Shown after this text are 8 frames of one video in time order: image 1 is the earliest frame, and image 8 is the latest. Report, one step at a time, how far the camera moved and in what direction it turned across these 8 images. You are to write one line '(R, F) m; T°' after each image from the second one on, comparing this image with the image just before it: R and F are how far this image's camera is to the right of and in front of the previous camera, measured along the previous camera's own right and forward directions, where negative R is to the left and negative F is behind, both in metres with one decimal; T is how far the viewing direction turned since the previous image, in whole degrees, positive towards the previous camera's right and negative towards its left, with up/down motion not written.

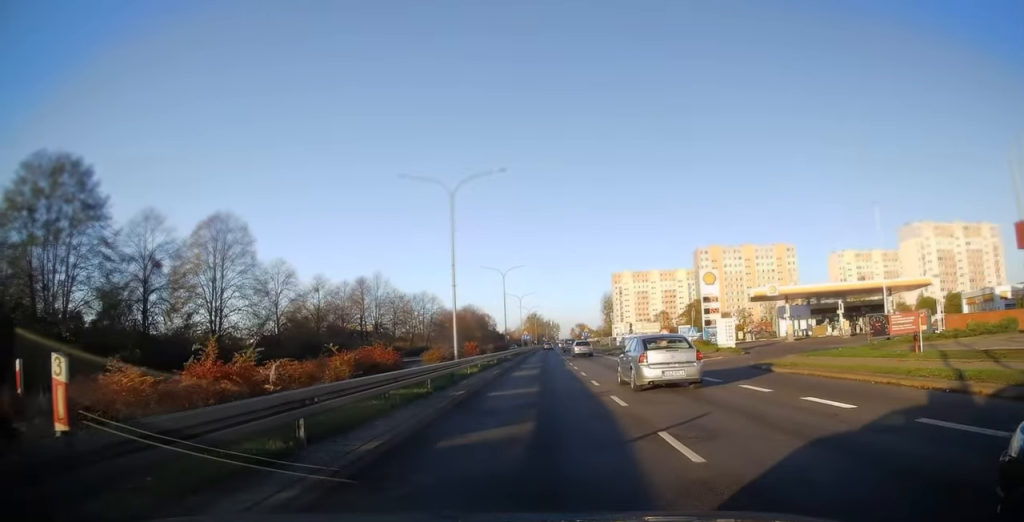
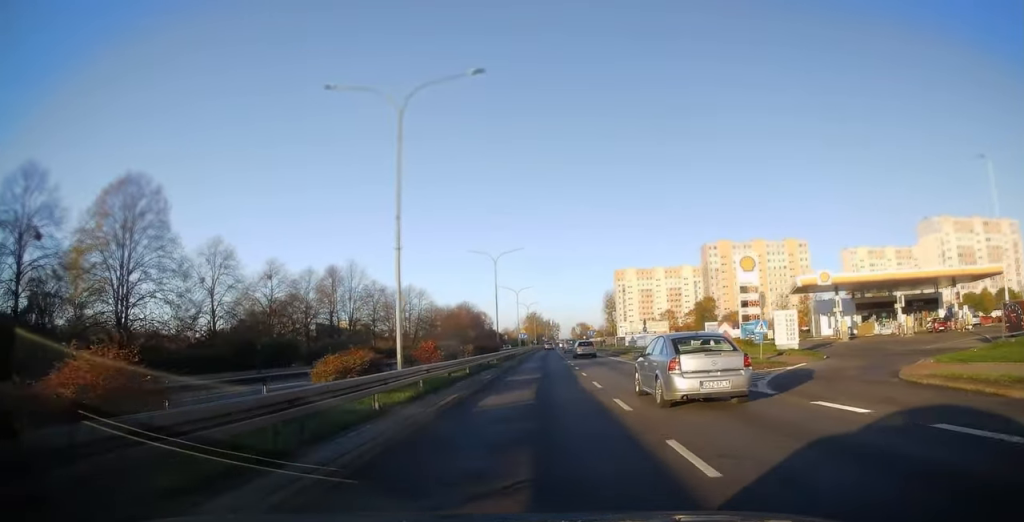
(+0.2, +12.6) m; +1°
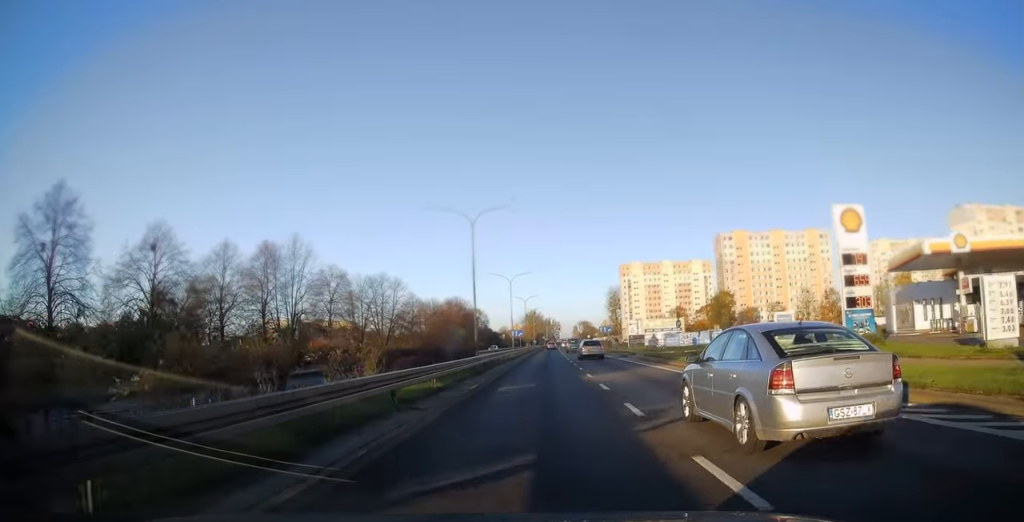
(+0.2, +19.1) m; +1°
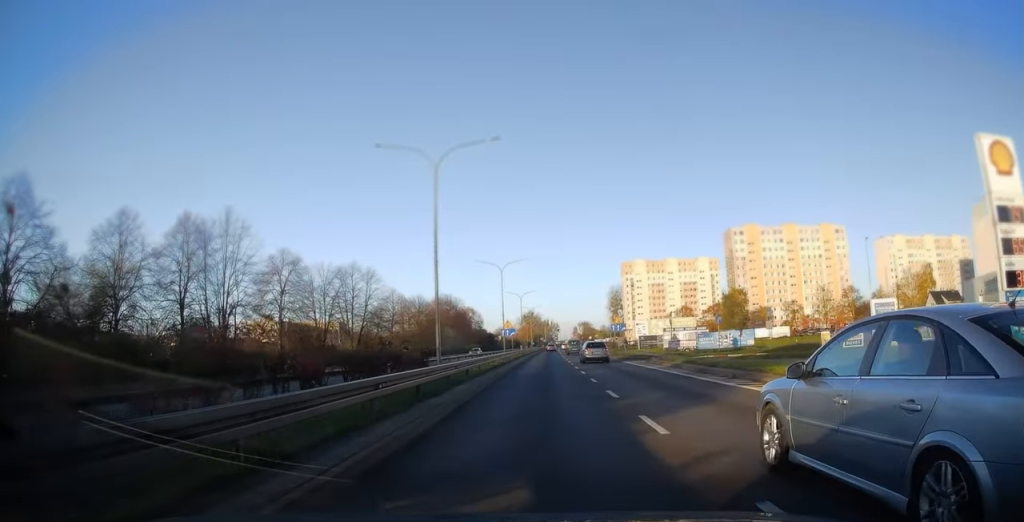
(+0.2, +14.0) m; 0°
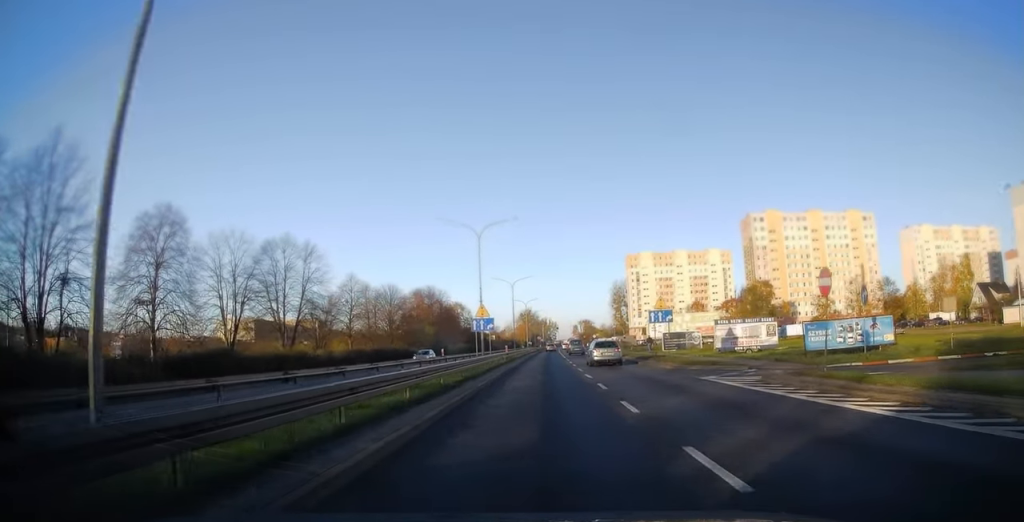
(-0.5, +21.1) m; -1°
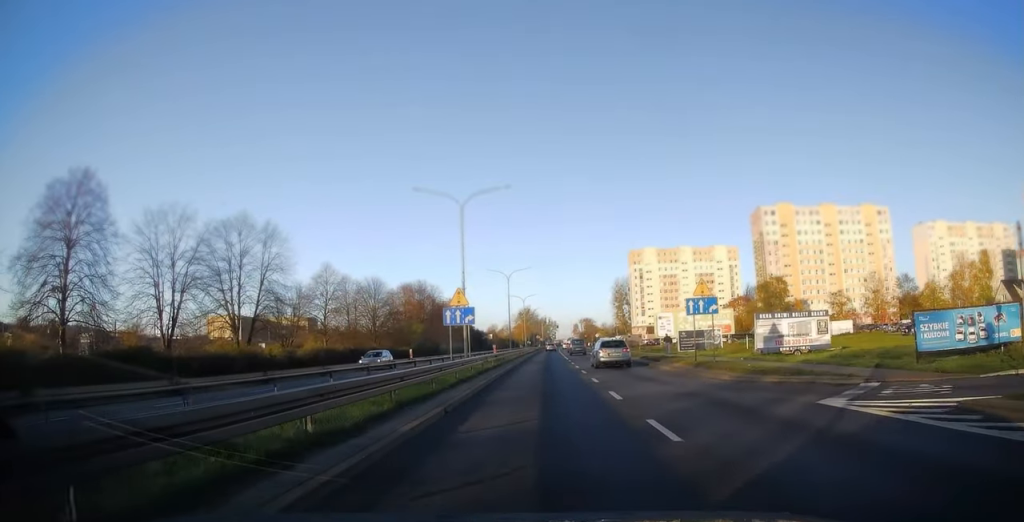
(0.0, +9.3) m; 0°
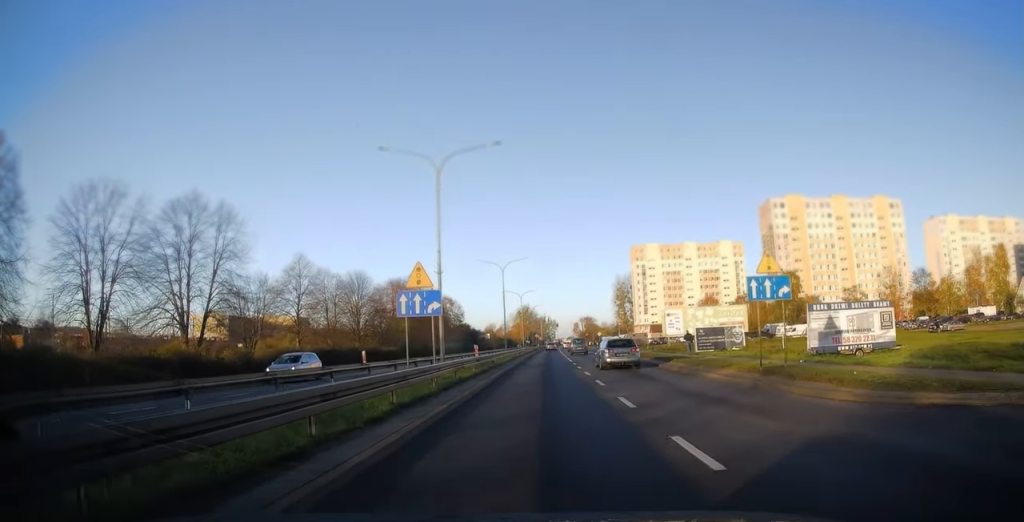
(0.0, +7.9) m; 0°
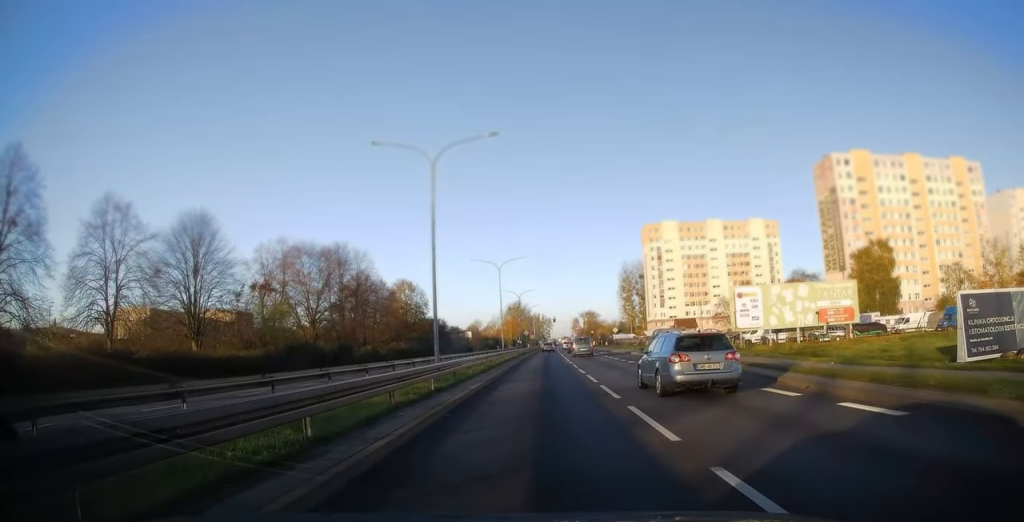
(+0.8, +40.1) m; +2°
